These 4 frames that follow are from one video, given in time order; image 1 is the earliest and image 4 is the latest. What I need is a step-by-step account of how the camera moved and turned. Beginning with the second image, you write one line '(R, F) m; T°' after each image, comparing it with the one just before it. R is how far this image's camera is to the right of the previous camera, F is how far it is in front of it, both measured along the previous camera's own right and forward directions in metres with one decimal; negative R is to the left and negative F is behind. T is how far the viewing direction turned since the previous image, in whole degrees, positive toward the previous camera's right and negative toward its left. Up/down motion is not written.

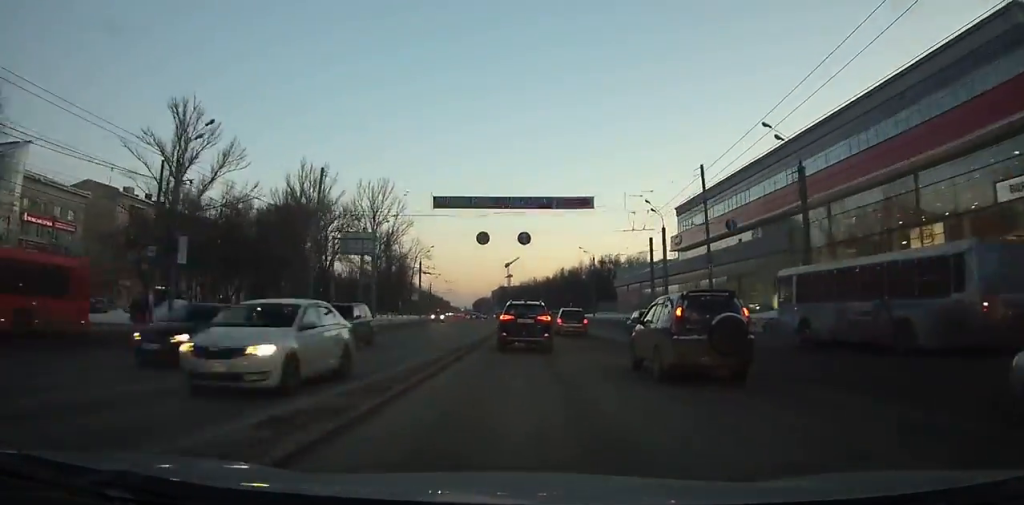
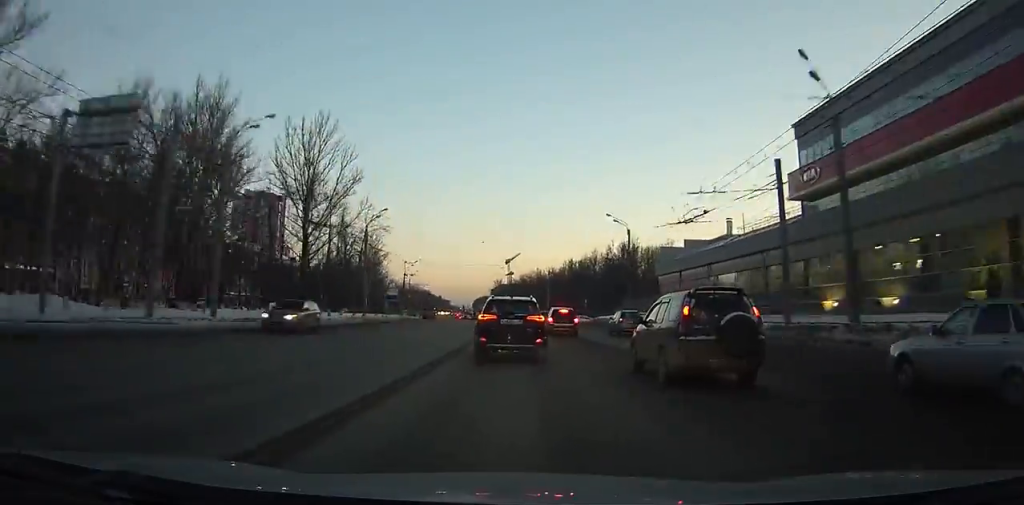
(0.0, +30.9) m; -1°
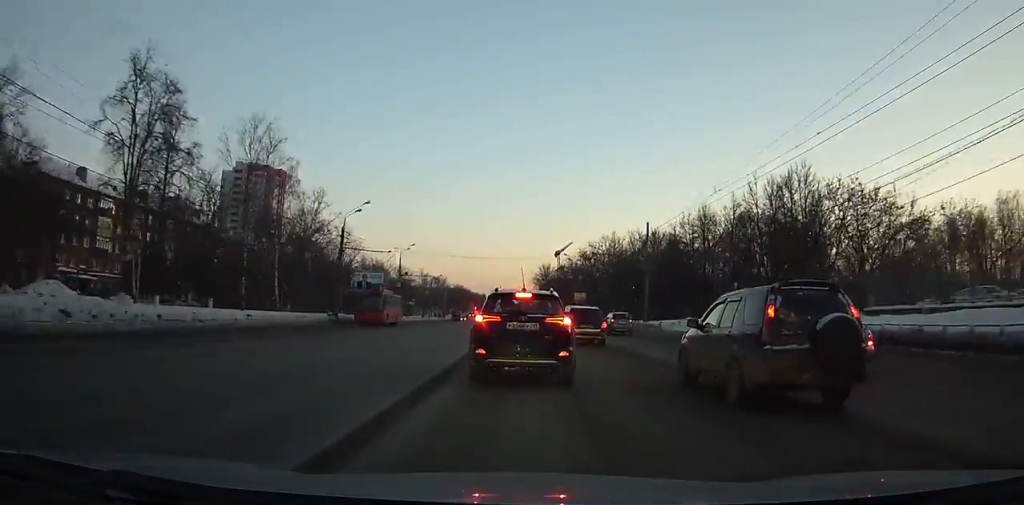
(-1.4, +58.1) m; -2°
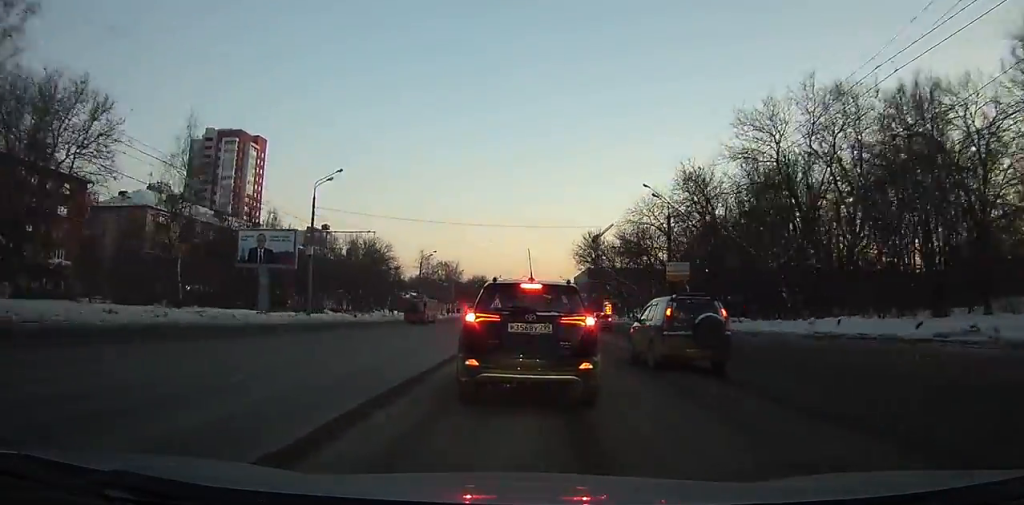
(-0.9, +49.8) m; -2°
